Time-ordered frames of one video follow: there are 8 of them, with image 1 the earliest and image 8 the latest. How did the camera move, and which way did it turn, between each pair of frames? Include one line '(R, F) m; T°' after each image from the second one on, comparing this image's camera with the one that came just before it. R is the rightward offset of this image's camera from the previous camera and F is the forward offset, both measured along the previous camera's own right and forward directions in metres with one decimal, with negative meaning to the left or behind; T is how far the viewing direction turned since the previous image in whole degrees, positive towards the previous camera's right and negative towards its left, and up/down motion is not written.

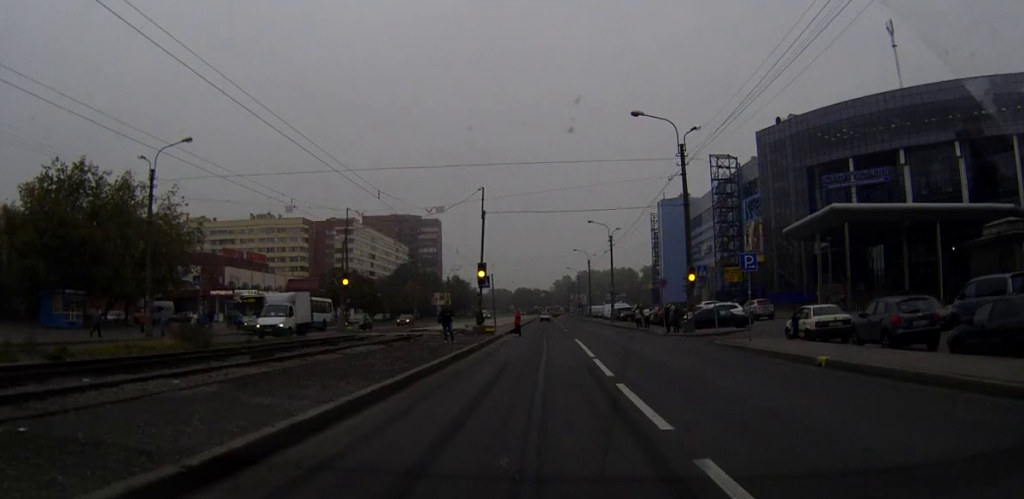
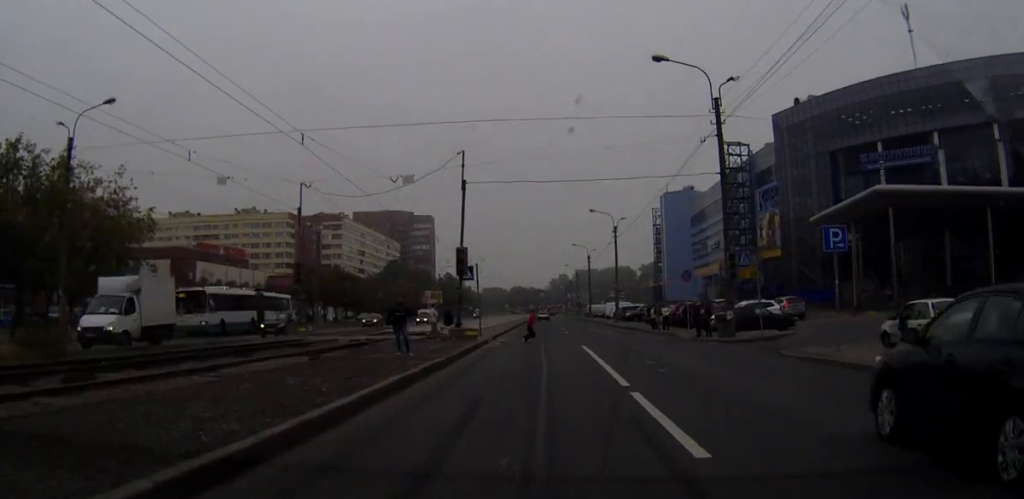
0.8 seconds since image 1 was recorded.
(-0.5, +10.4) m; -1°
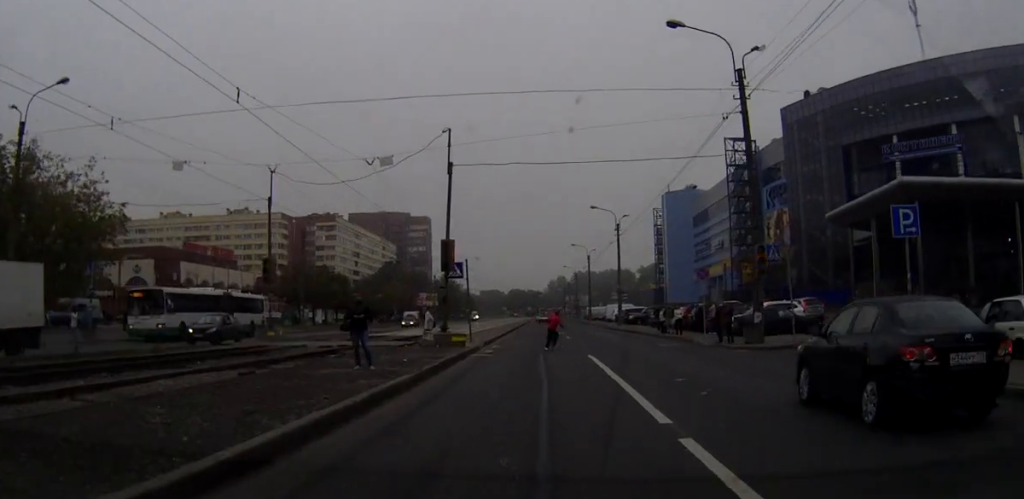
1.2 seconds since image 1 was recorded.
(-0.1, +5.2) m; 0°
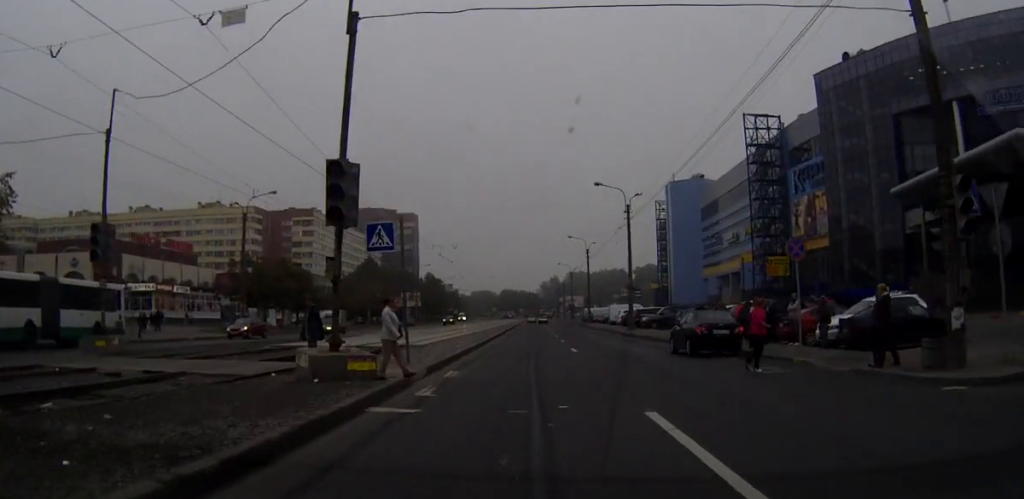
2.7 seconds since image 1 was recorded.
(+0.8, +16.8) m; +4°
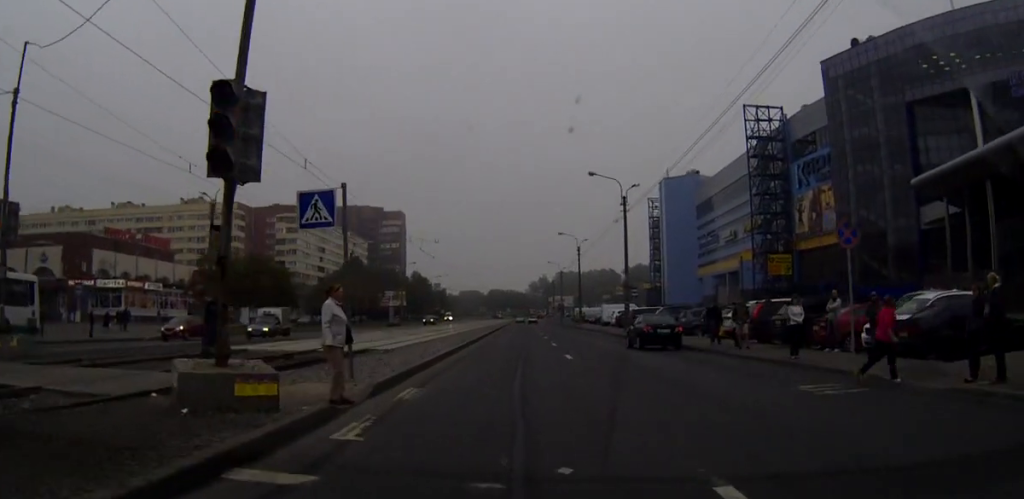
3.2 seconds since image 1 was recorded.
(+0.1, +5.4) m; 0°
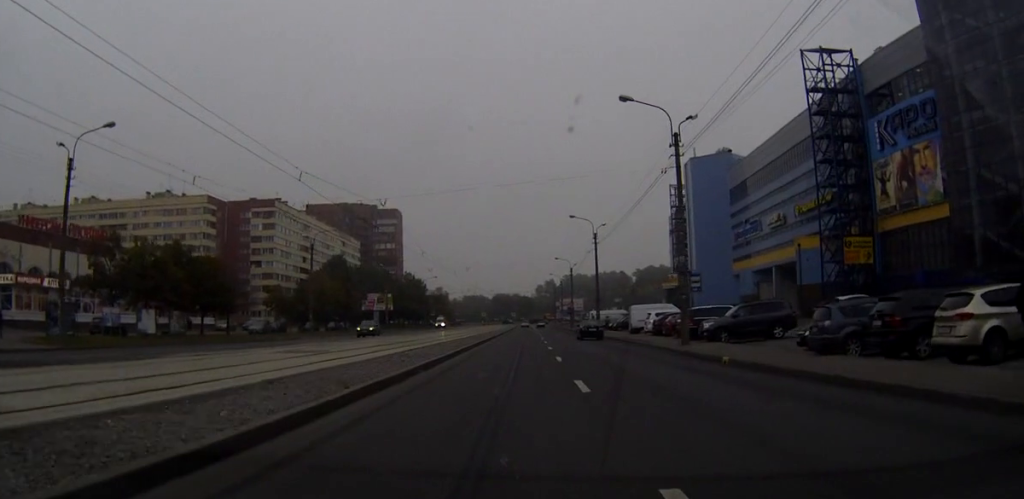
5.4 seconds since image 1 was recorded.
(-0.2, +21.9) m; 0°
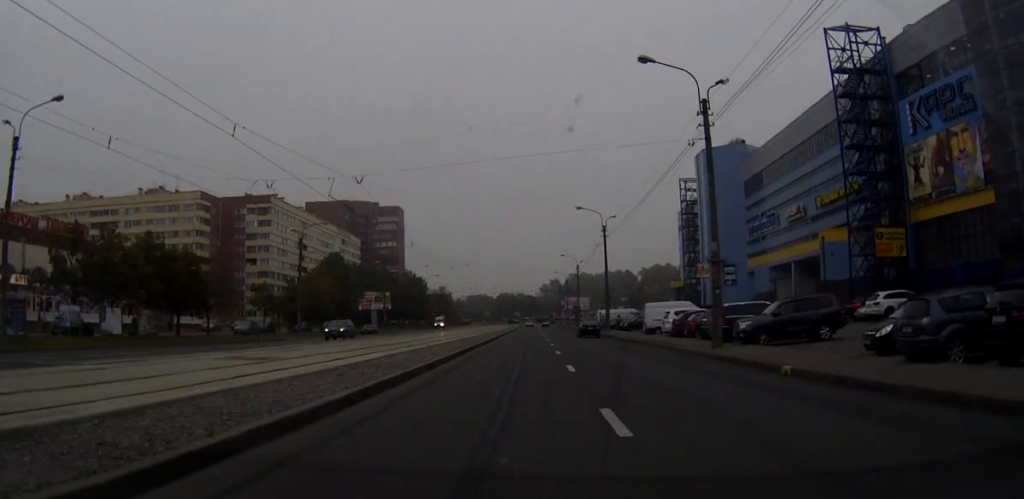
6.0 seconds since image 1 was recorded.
(0.0, +5.5) m; 0°
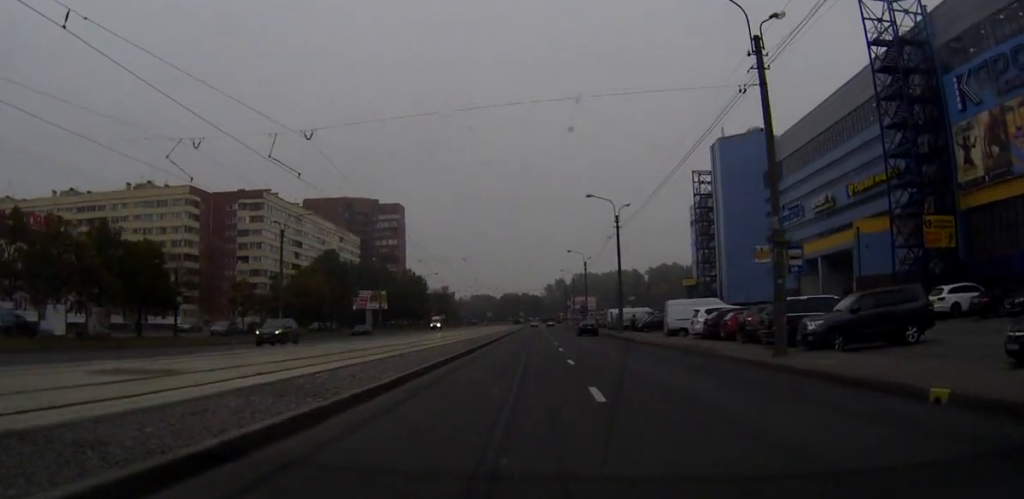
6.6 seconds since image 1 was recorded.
(-0.1, +7.7) m; -1°
